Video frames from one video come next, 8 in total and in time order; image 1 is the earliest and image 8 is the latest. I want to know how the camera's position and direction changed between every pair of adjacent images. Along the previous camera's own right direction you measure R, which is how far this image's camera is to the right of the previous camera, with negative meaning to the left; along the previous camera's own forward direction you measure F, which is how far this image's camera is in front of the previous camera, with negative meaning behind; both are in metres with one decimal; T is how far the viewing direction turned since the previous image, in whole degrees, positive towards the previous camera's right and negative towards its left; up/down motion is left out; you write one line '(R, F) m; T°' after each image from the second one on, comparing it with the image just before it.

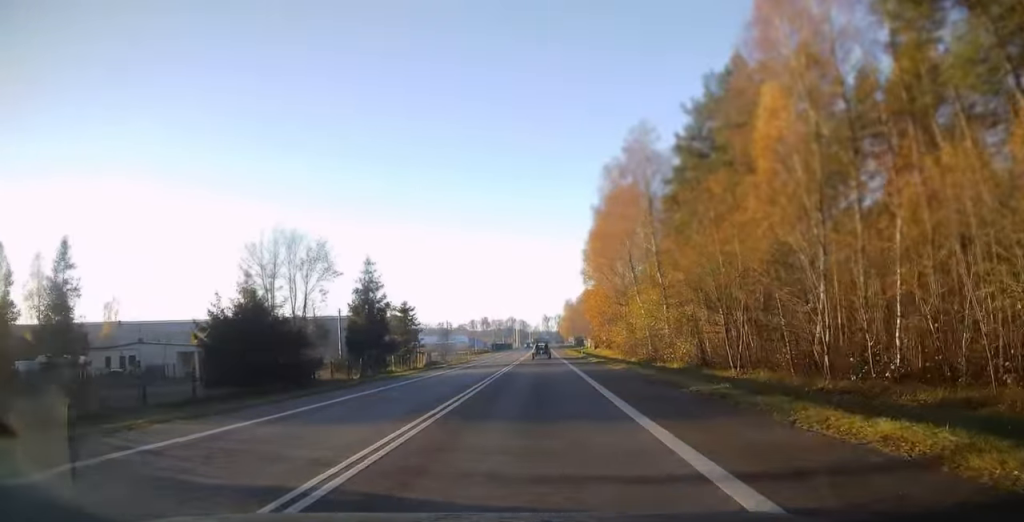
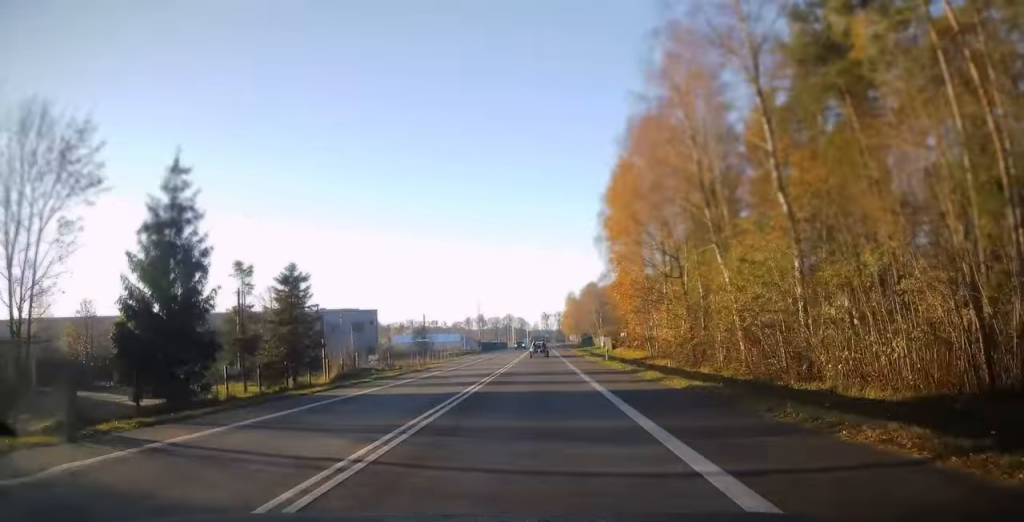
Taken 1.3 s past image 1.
(-0.1, +27.1) m; 0°
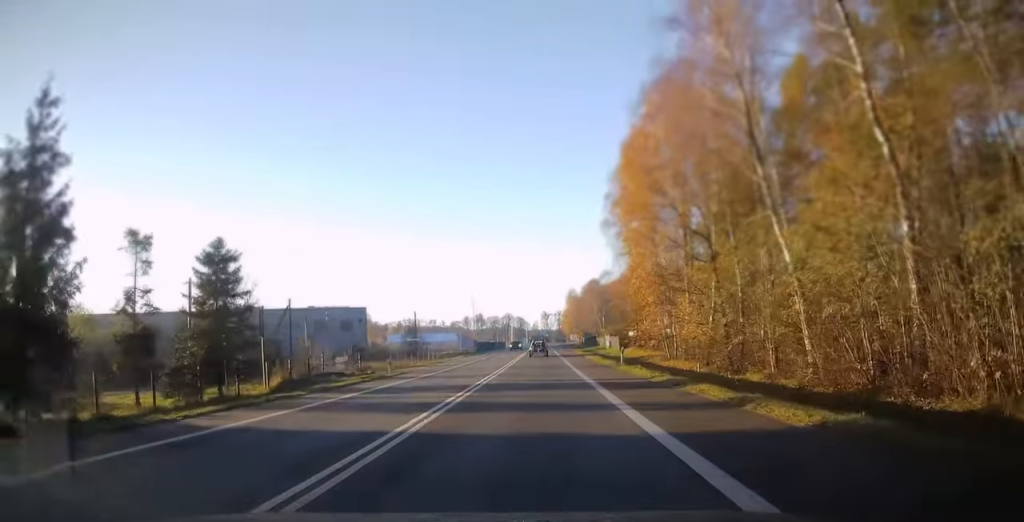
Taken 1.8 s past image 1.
(0.0, +8.0) m; 0°
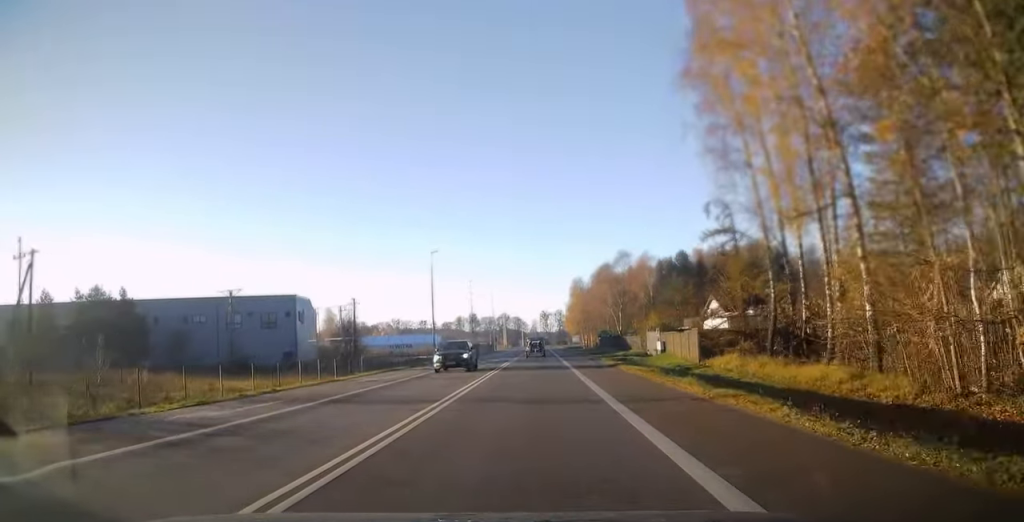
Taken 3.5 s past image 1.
(+0.2, +35.8) m; 0°
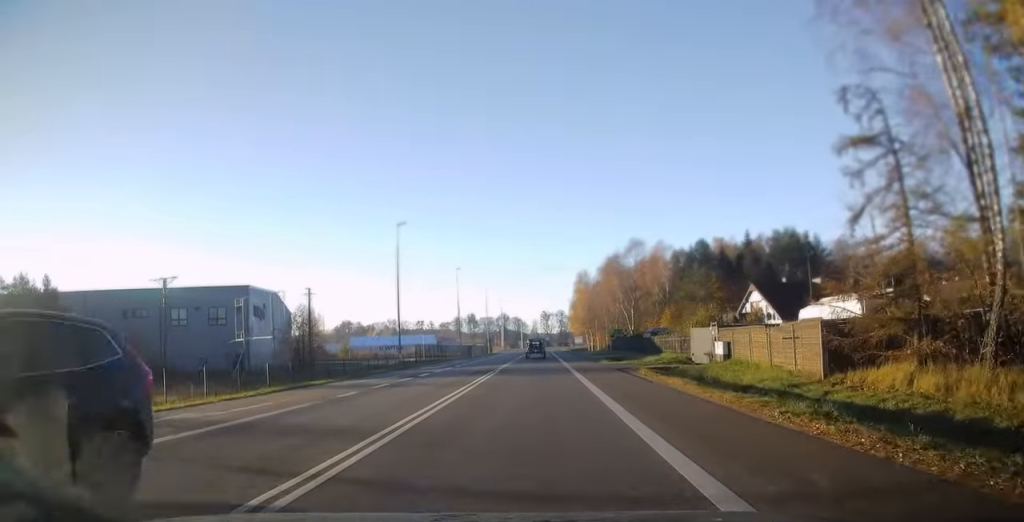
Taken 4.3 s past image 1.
(-0.1, +15.3) m; 0°
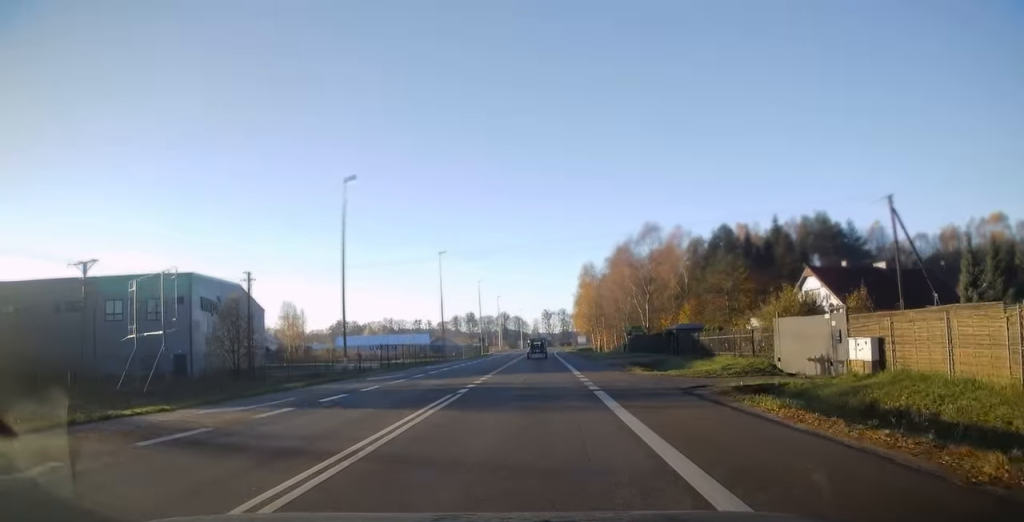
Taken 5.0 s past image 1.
(+0.1, +13.5) m; 0°
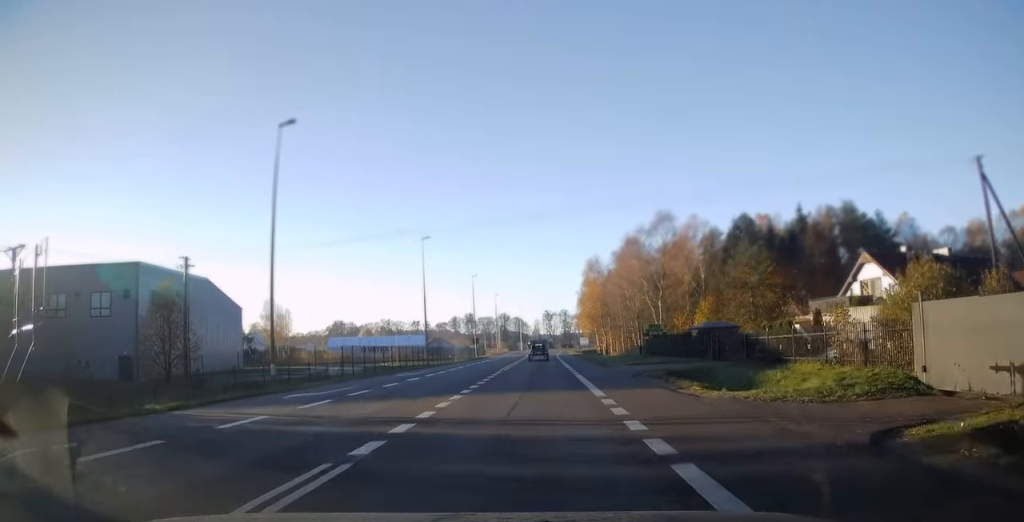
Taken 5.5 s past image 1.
(0.0, +9.6) m; 0°
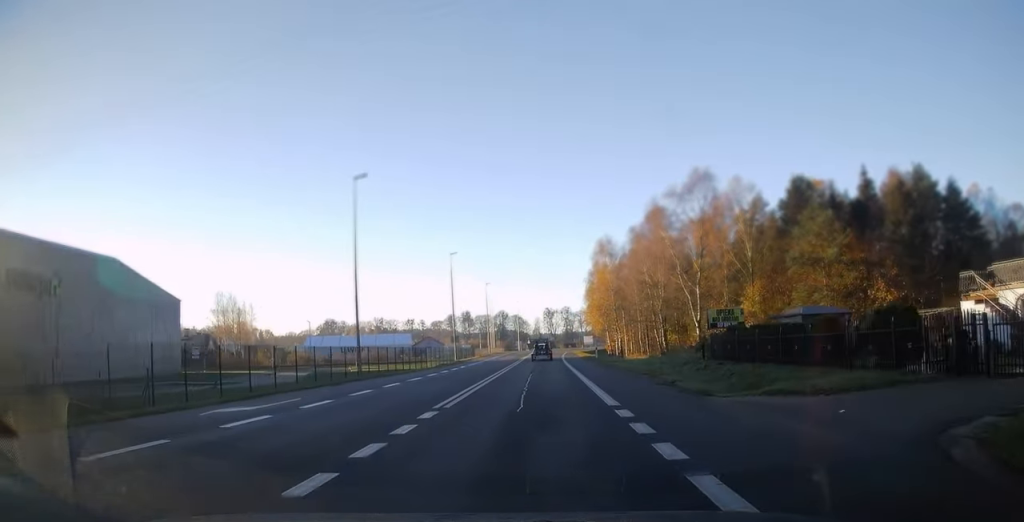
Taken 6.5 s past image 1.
(-0.1, +20.0) m; 0°
